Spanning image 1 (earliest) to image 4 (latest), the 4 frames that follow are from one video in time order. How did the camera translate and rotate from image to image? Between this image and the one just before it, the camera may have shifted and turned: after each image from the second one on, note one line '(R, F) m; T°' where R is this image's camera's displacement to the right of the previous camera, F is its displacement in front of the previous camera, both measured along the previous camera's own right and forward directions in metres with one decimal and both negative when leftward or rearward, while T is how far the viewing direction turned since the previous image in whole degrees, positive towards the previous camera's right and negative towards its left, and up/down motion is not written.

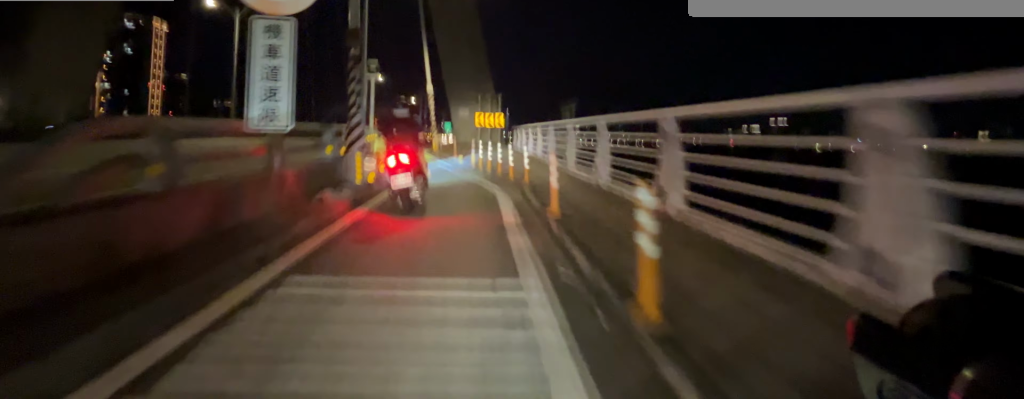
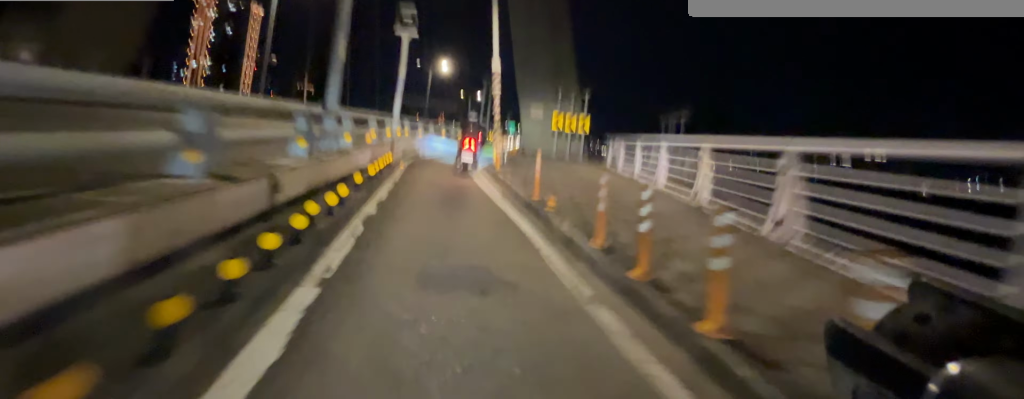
(-0.3, +9.2) m; 0°
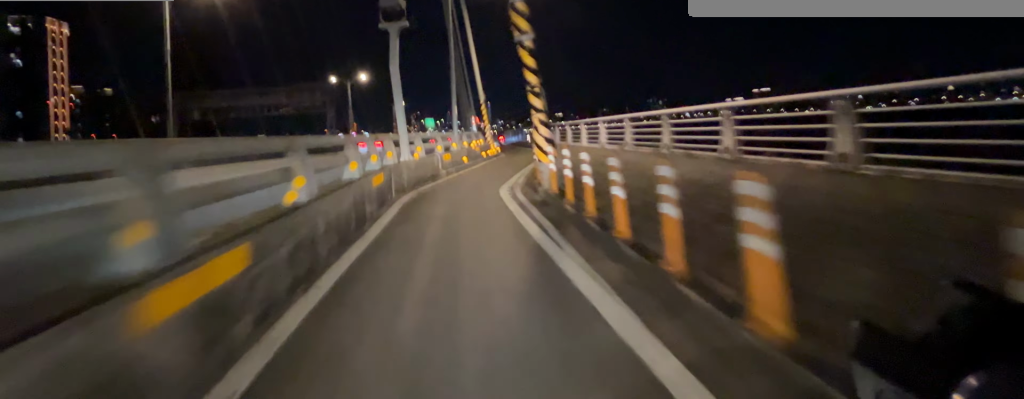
(+4.6, +39.9) m; +10°
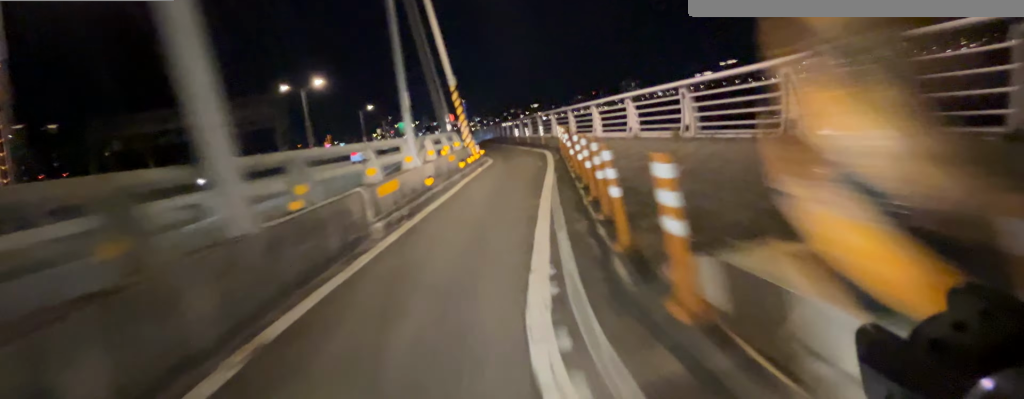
(+0.1, +5.9) m; +2°
